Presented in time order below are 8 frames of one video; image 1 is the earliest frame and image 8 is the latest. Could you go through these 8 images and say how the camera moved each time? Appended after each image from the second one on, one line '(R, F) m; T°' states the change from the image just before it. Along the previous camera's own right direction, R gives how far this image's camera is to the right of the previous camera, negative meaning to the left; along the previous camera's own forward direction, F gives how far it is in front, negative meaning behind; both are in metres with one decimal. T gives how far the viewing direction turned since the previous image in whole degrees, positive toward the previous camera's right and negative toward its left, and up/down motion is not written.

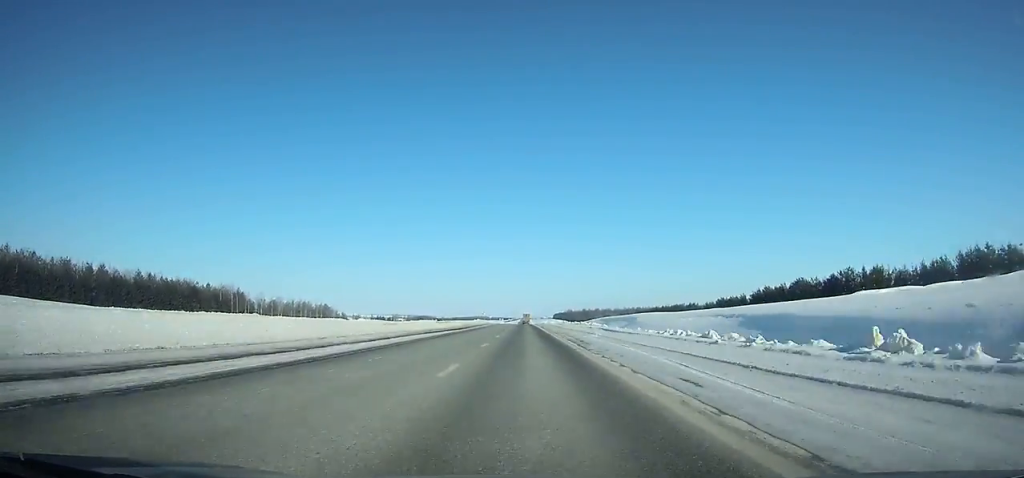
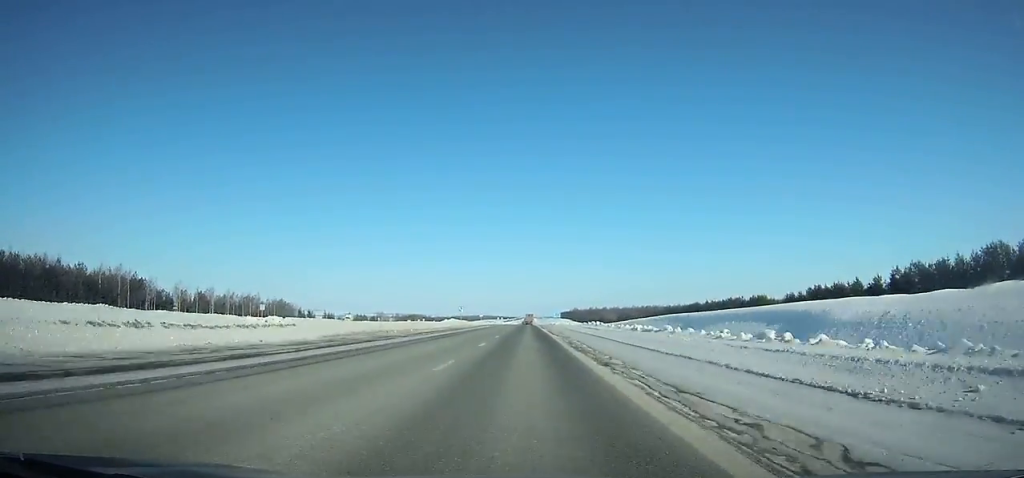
(0.0, +57.6) m; 0°
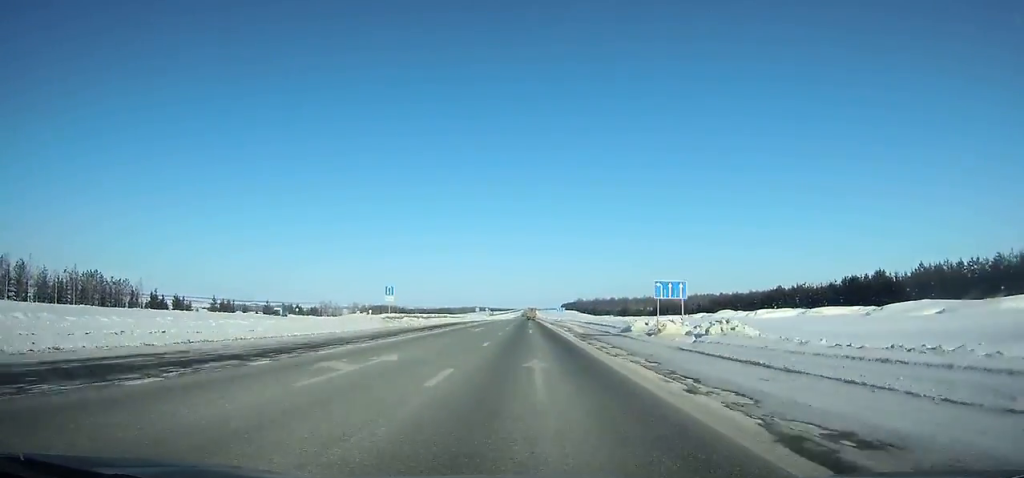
(-0.1, +105.9) m; 0°
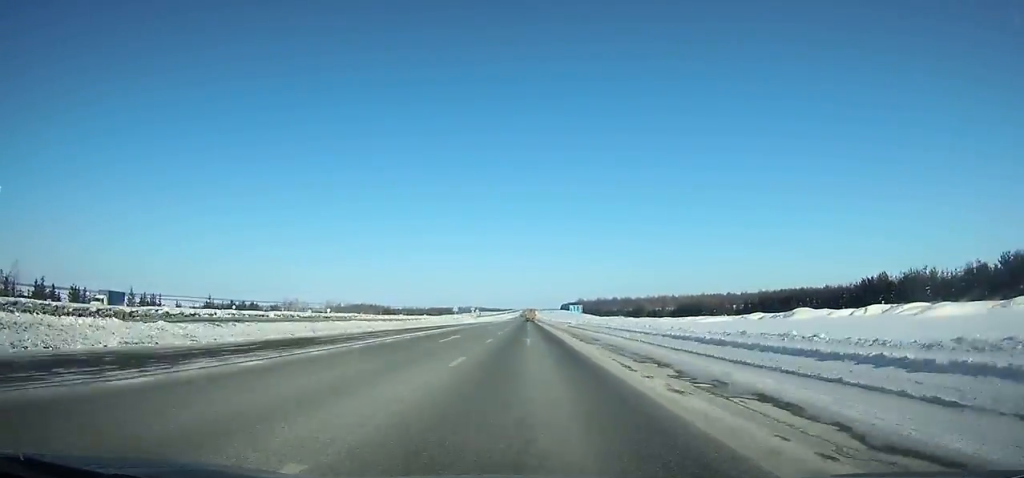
(+0.1, +43.4) m; 0°
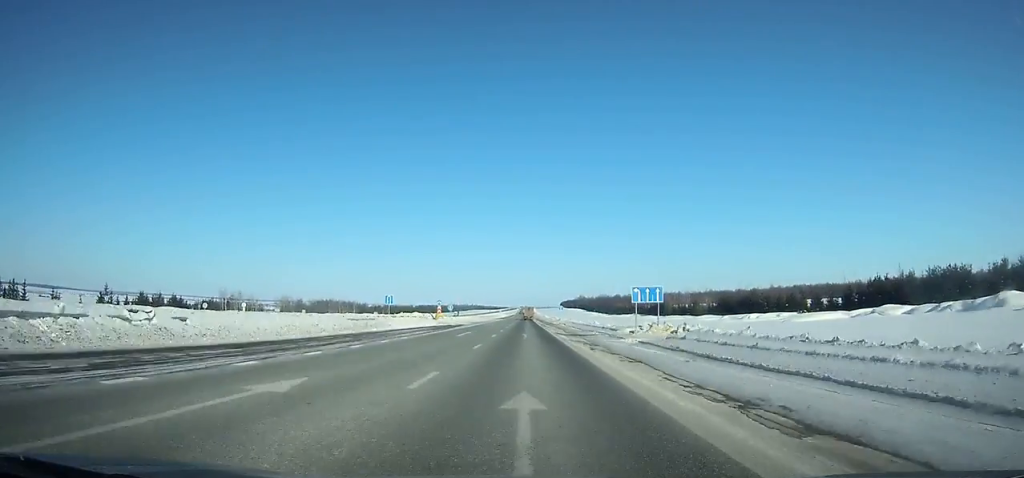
(0.0, +51.6) m; 0°
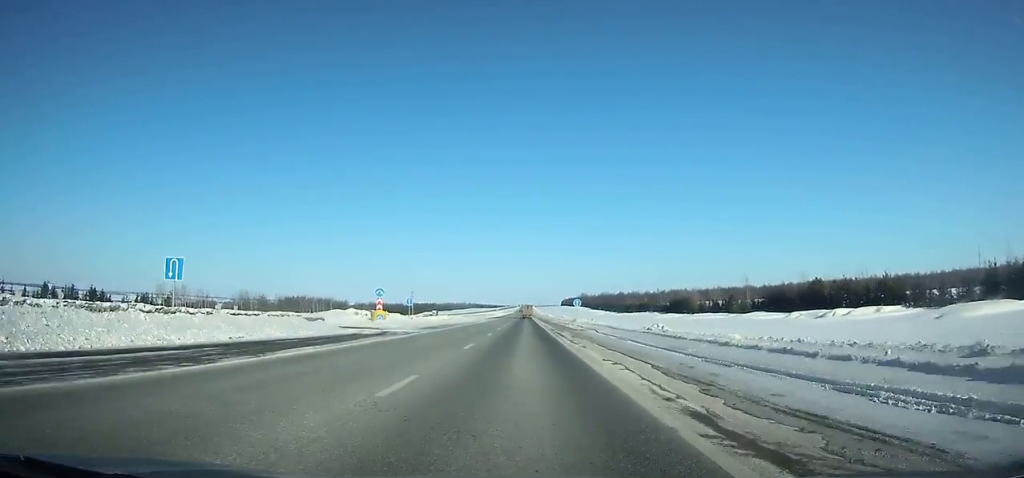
(0.0, +37.5) m; 0°
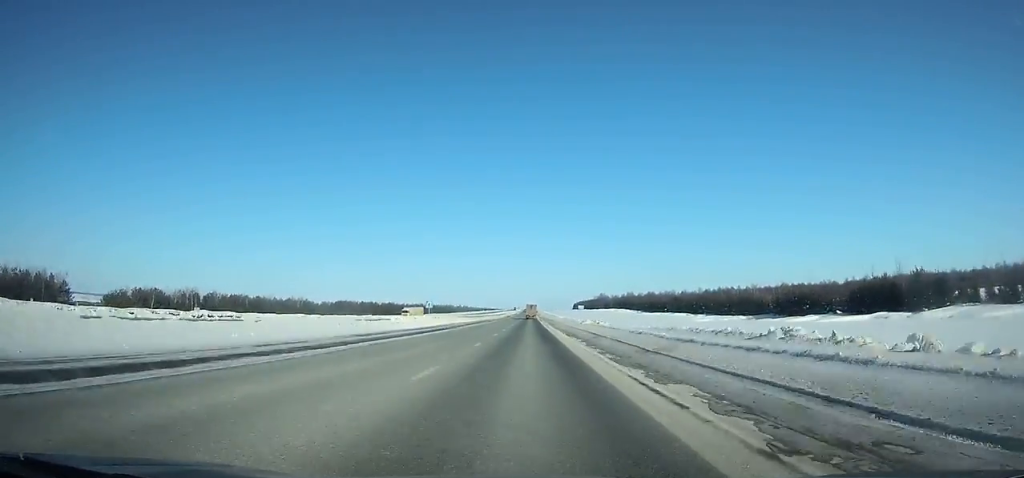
(+0.4, +209.2) m; 0°
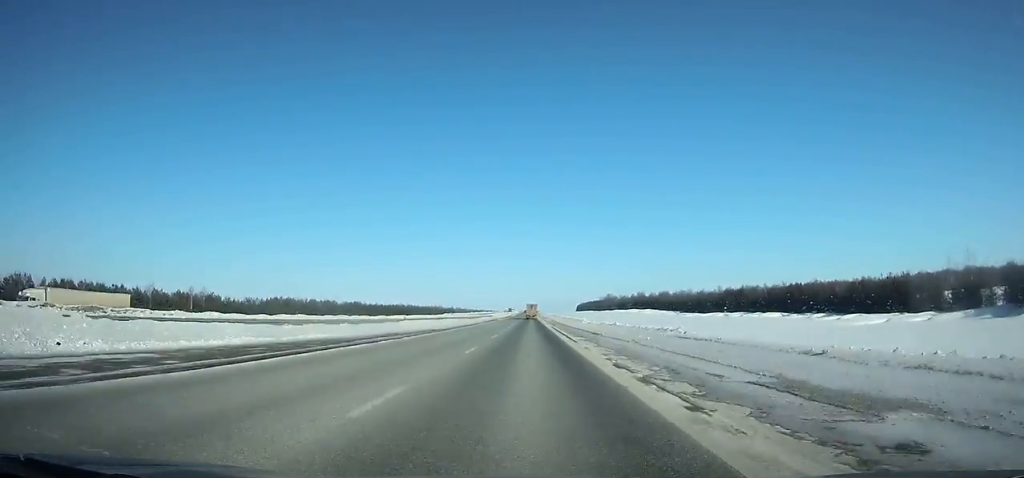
(+0.1, +77.7) m; 0°
